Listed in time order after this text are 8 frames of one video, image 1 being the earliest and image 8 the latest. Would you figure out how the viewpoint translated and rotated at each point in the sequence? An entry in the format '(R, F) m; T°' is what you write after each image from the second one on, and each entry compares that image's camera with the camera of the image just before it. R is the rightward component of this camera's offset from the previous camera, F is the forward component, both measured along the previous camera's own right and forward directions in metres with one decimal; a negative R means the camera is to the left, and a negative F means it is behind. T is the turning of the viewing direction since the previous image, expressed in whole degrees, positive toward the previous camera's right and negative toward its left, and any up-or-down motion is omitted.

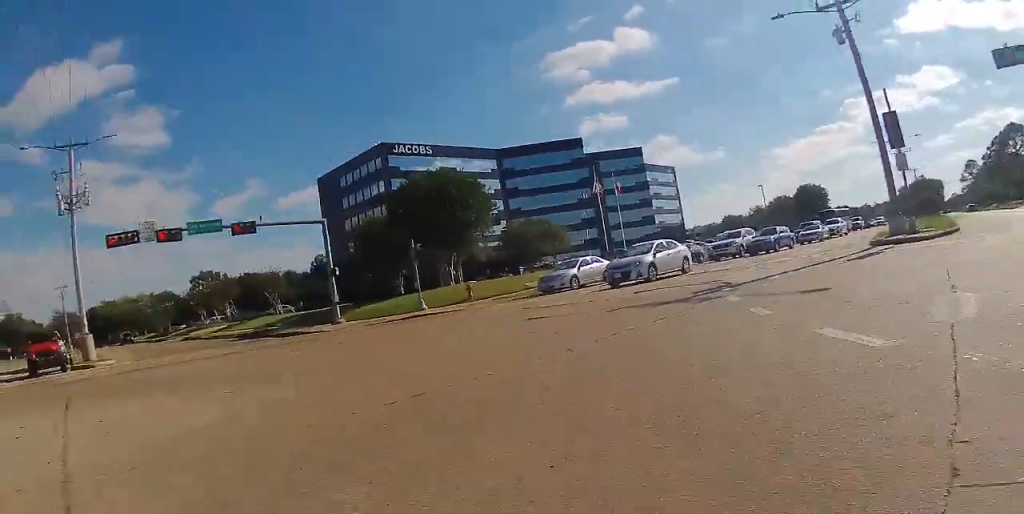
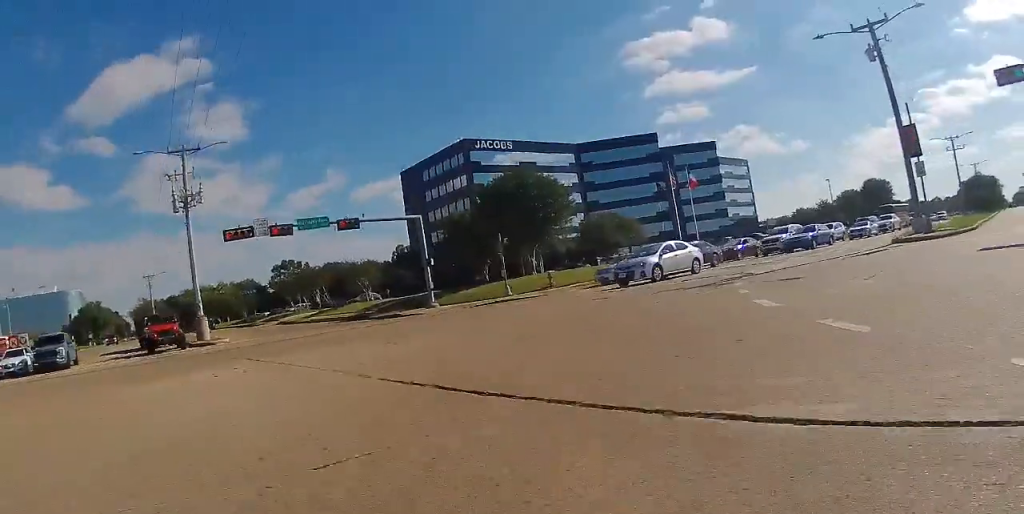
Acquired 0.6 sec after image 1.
(-0.1, +3.8) m; -6°
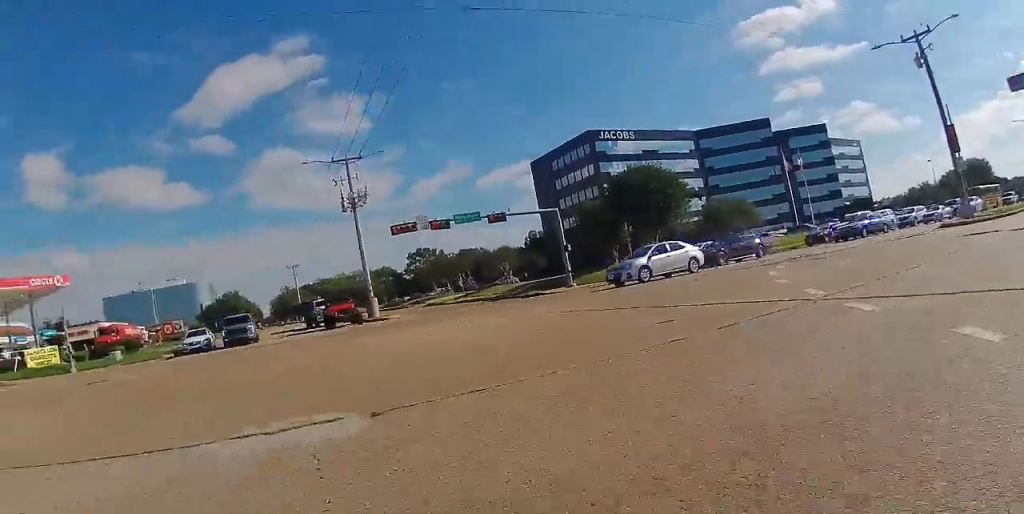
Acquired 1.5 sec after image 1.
(-0.4, +5.7) m; -10°
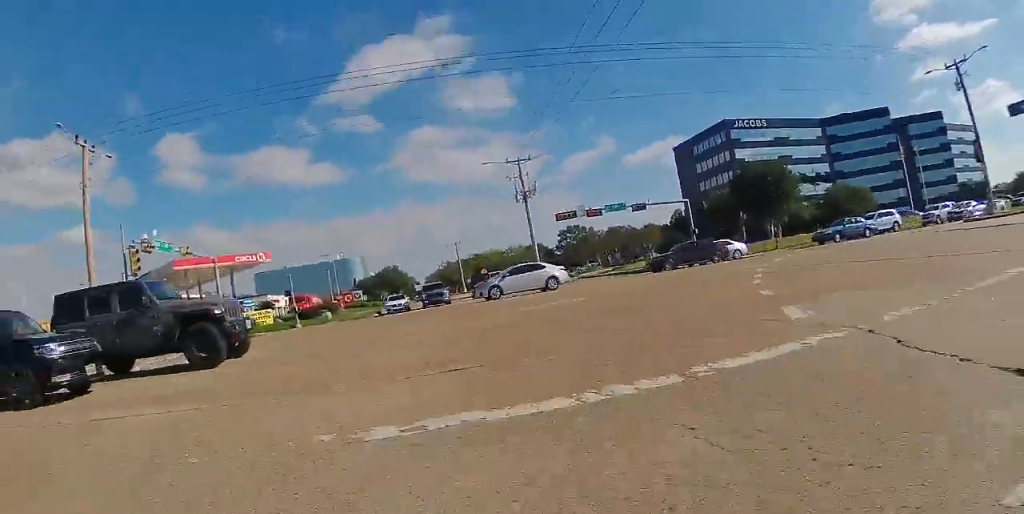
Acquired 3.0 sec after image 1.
(-1.5, +9.5) m; -19°
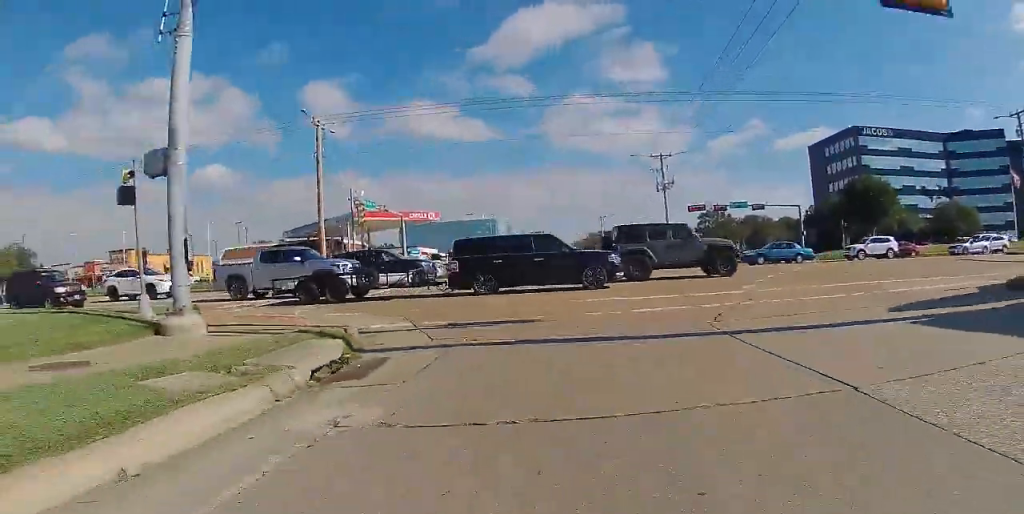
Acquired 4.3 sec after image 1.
(-1.3, +9.0) m; -12°
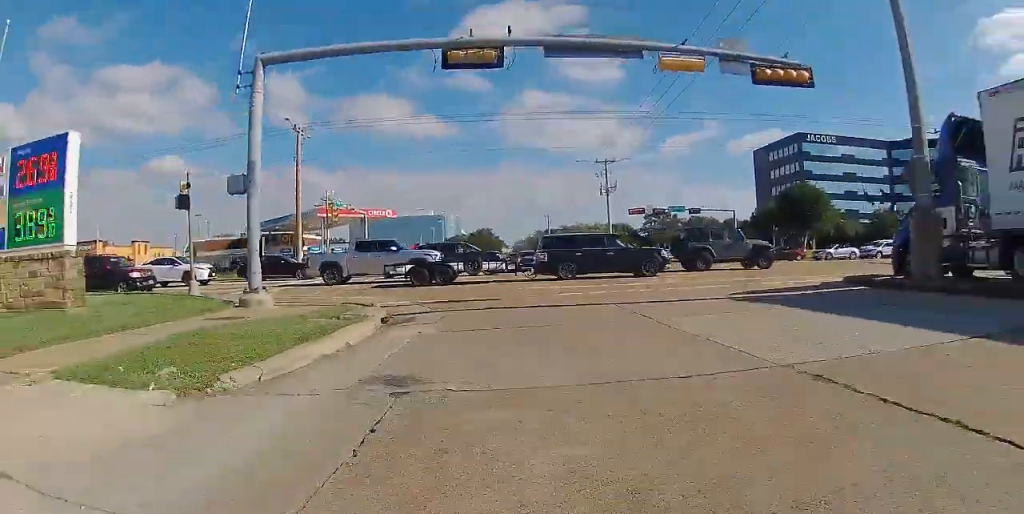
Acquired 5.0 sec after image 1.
(-0.4, +4.5) m; 0°
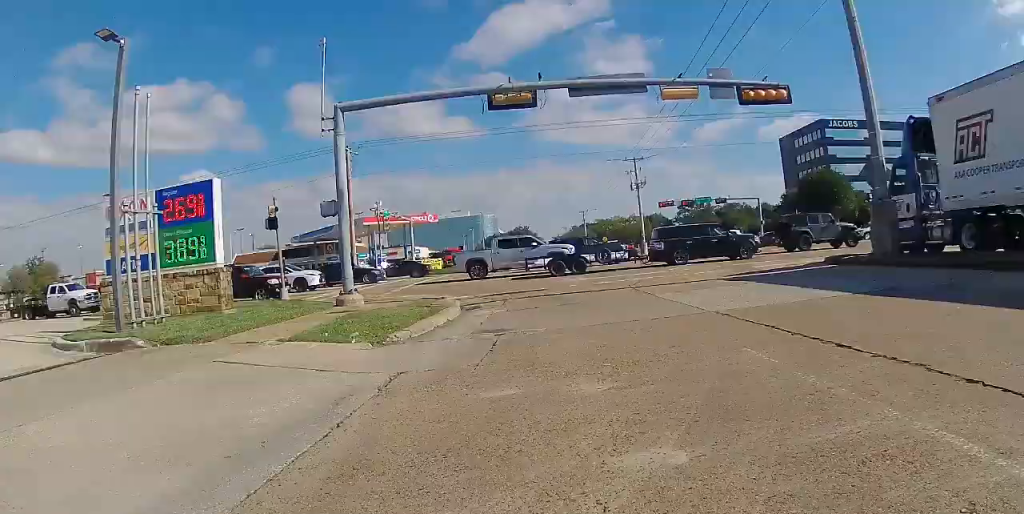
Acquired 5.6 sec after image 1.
(+0.2, +3.4) m; -2°
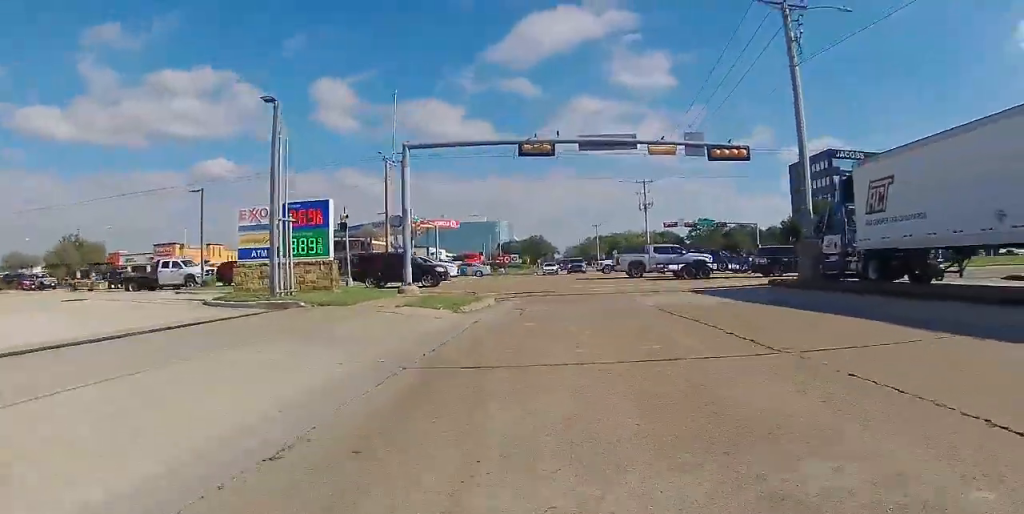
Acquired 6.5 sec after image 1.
(-0.1, +5.6) m; -4°
